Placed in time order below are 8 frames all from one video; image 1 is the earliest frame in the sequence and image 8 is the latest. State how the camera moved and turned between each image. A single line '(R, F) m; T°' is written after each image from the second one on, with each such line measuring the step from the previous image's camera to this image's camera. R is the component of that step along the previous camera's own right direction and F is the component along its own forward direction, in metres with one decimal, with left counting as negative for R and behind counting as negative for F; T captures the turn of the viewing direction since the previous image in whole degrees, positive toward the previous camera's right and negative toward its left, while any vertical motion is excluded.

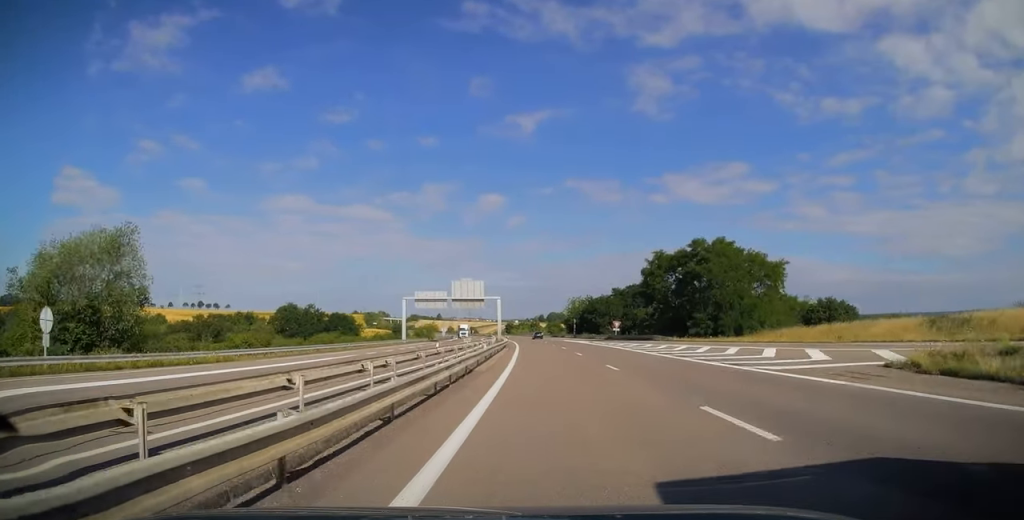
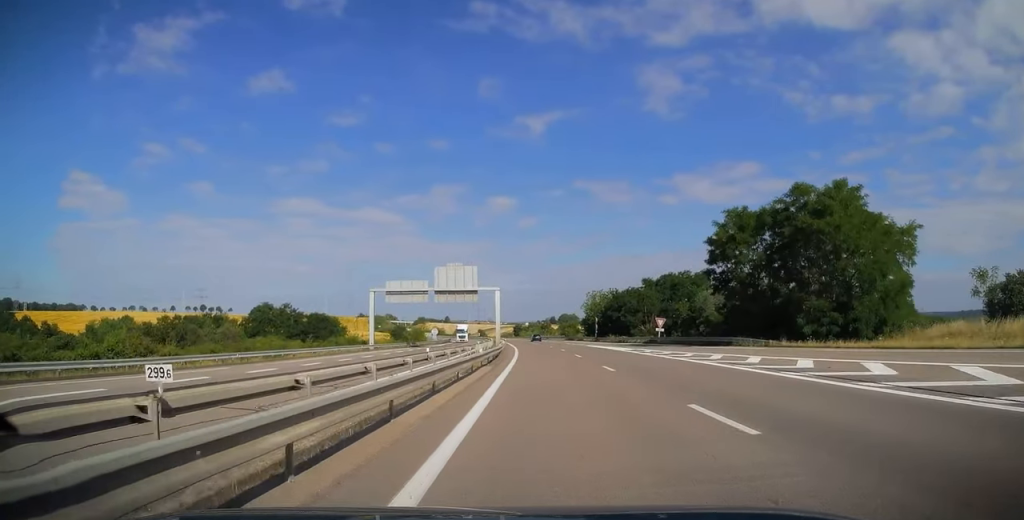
(-0.4, +25.9) m; -1°
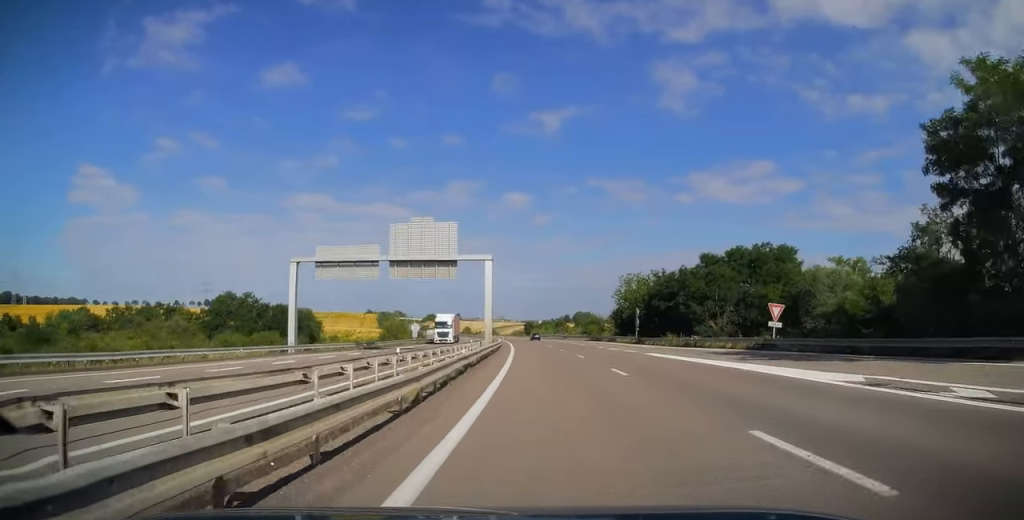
(-0.1, +29.3) m; -1°
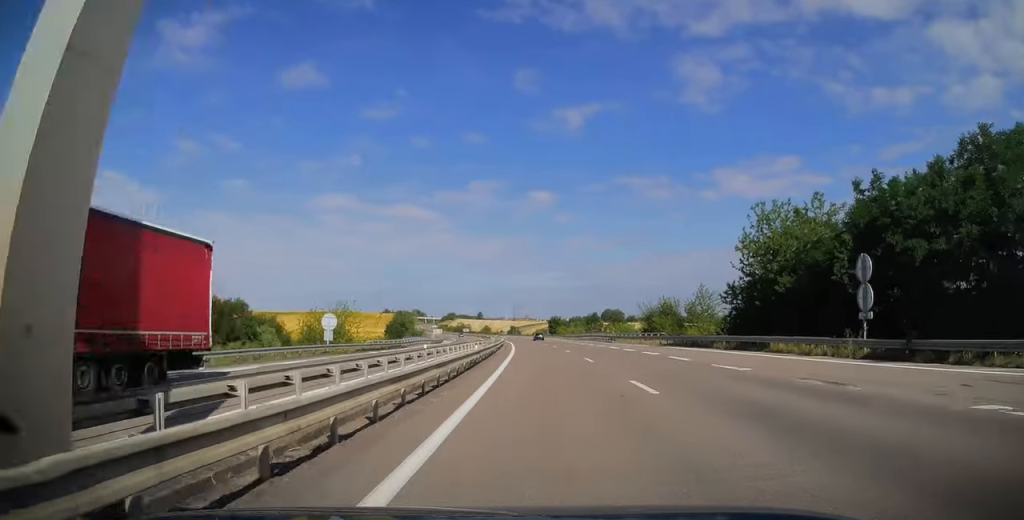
(-1.2, +44.5) m; -3°
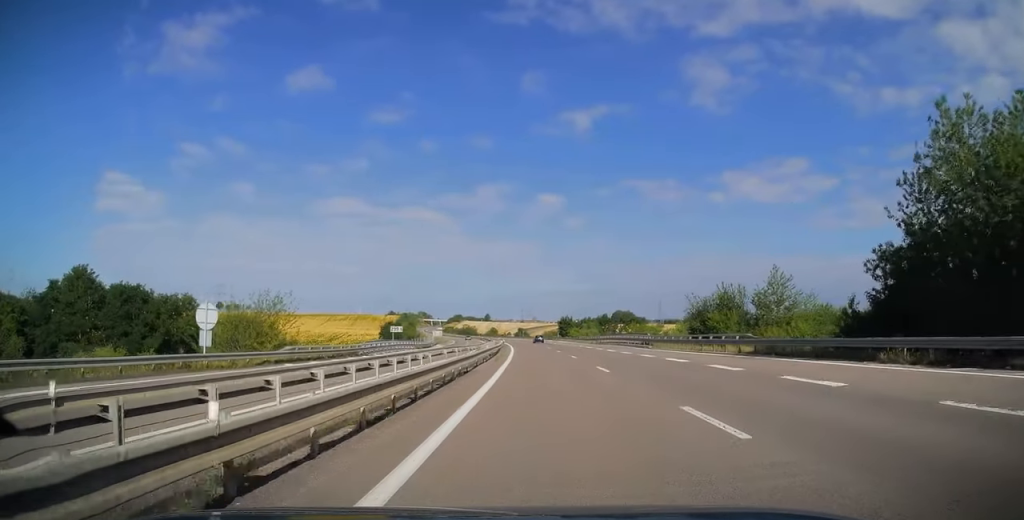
(-0.2, +18.6) m; -1°
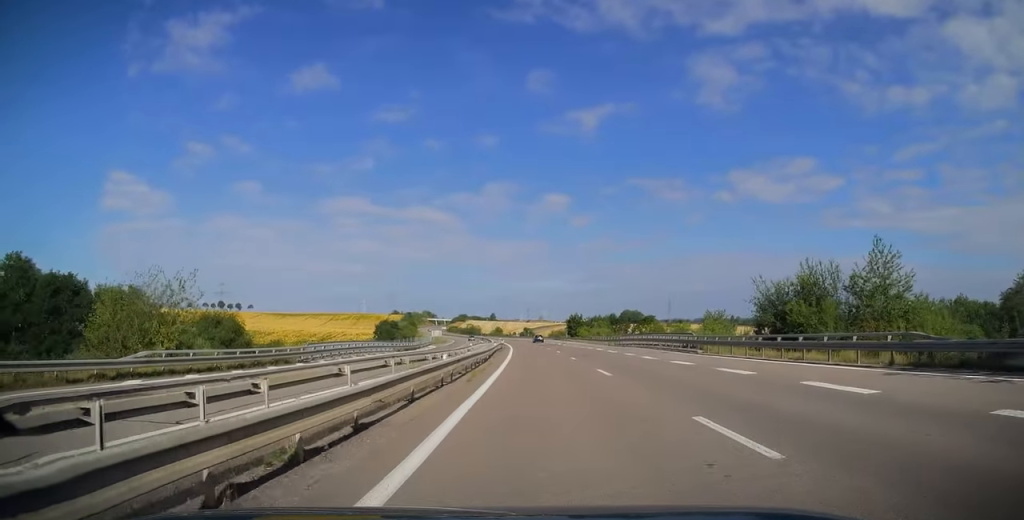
(0.0, +14.2) m; 0°
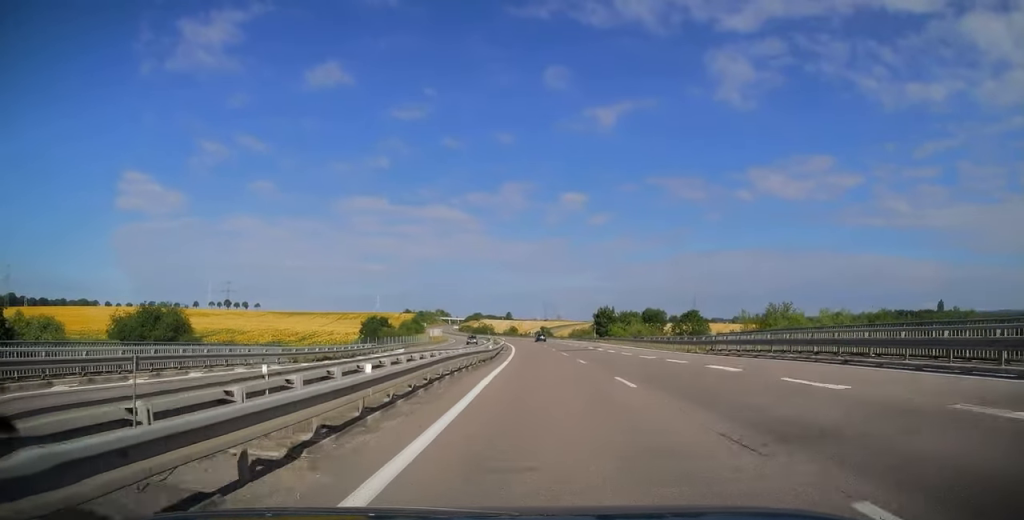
(-0.3, +31.5) m; -2°
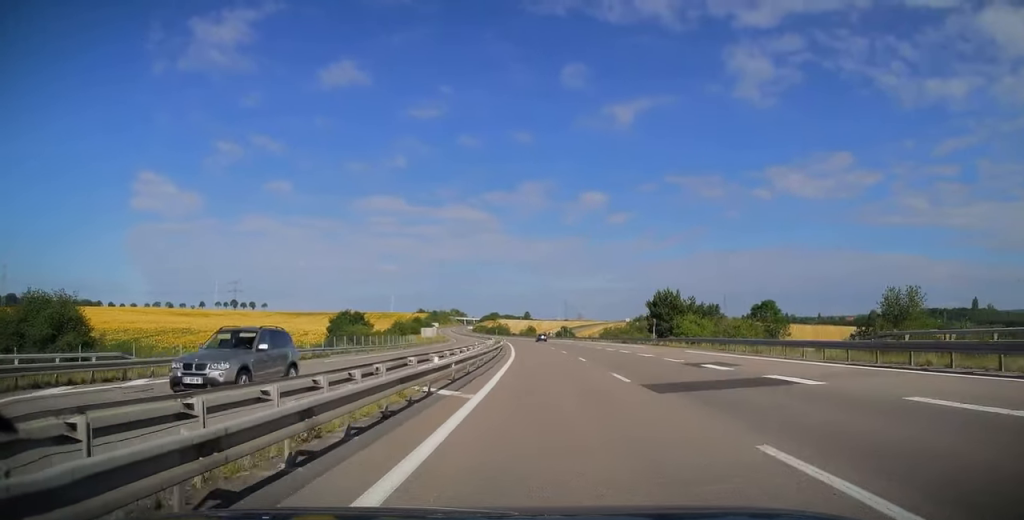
(-0.7, +37.4) m; -2°
